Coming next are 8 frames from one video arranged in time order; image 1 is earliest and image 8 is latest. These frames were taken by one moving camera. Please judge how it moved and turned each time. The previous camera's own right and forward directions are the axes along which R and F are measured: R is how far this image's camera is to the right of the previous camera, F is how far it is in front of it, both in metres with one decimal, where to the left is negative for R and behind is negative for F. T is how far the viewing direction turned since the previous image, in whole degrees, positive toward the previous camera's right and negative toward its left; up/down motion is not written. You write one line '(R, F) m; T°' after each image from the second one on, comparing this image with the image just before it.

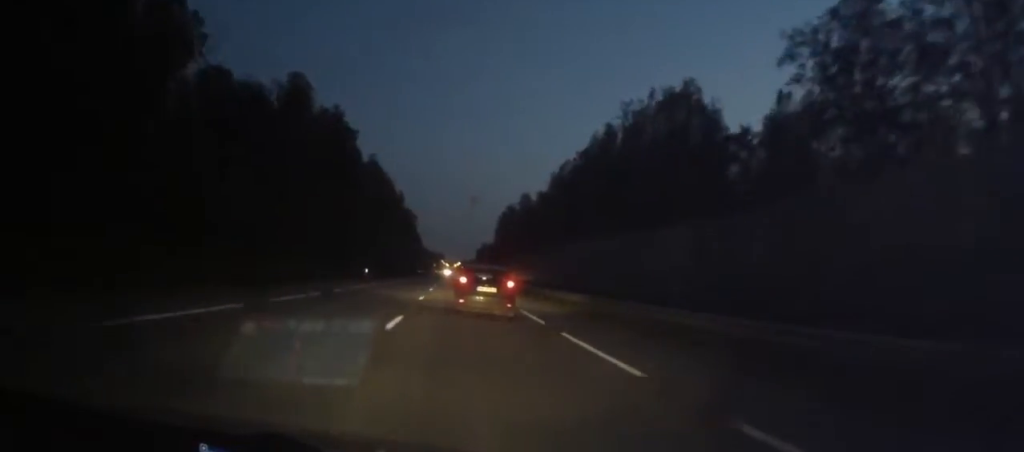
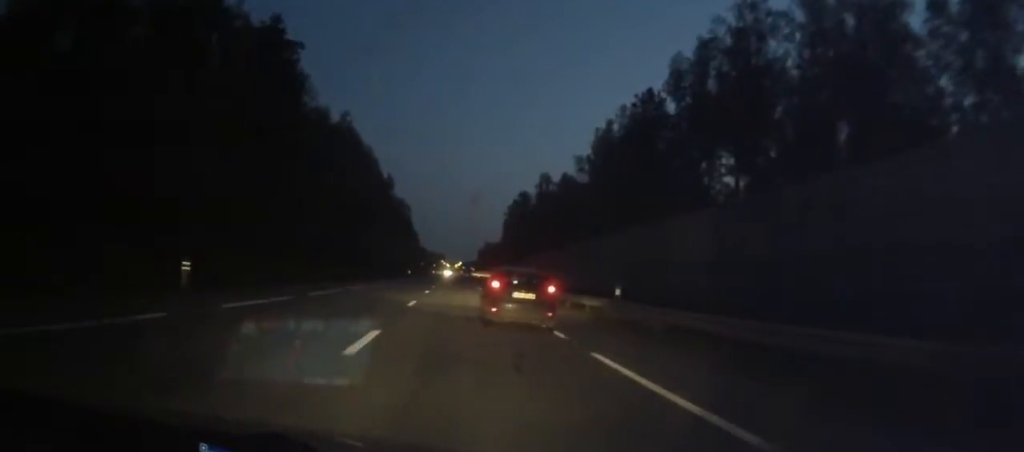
(-0.1, +39.5) m; -2°
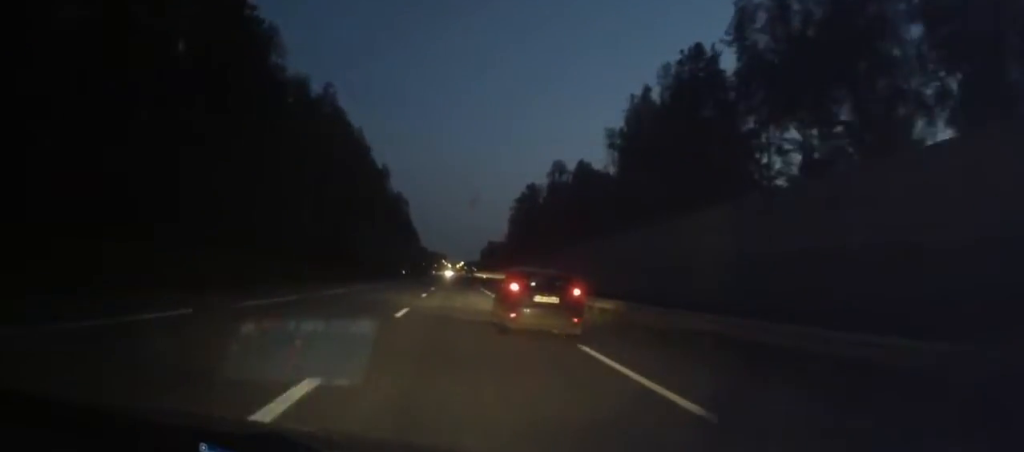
(-0.1, +16.3) m; 0°
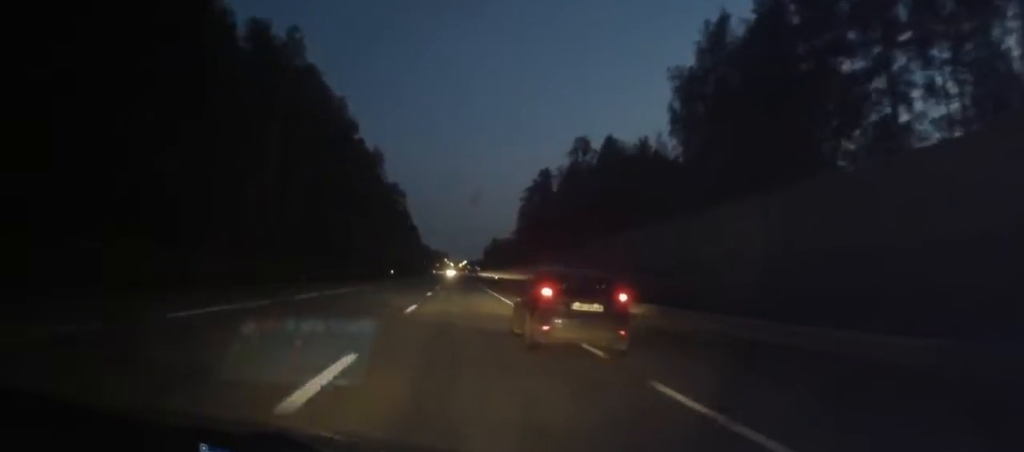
(0.0, +21.4) m; 0°
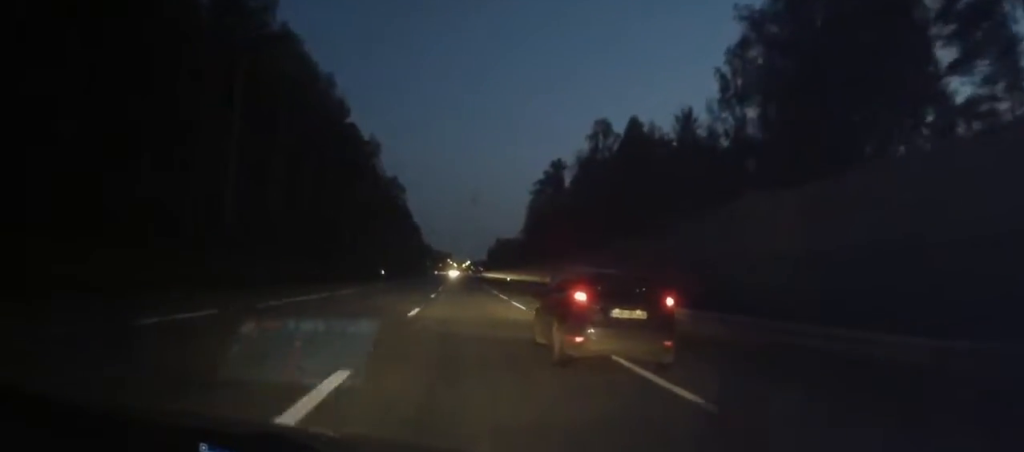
(+0.1, +12.8) m; 0°
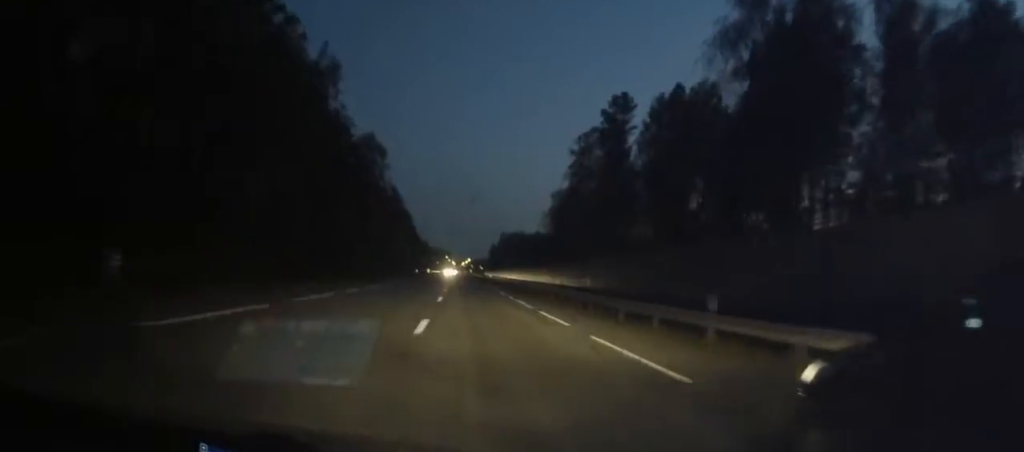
(-0.2, +50.8) m; 0°
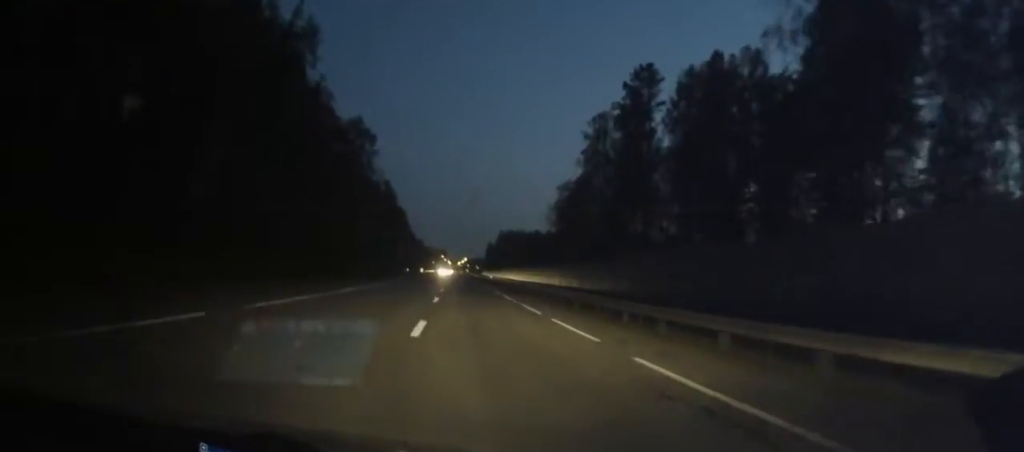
(+0.1, +12.4) m; 0°
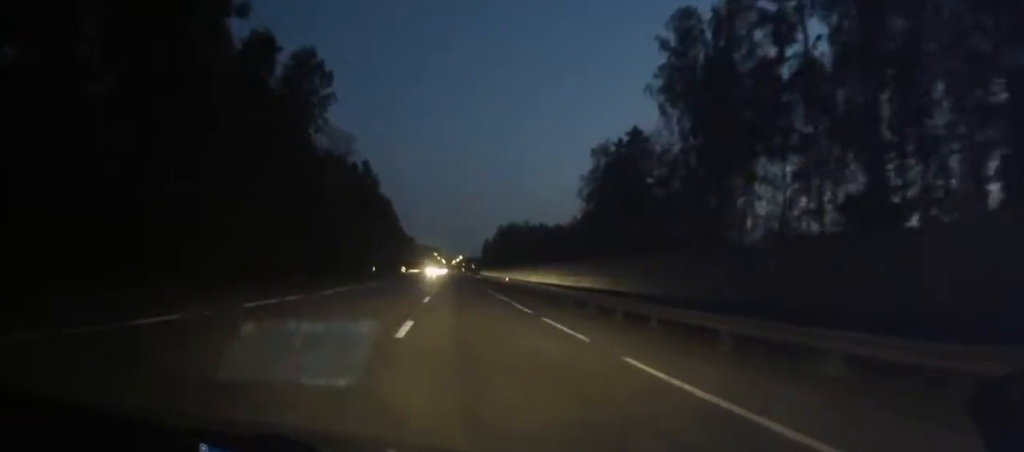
(-0.2, +35.9) m; 0°
